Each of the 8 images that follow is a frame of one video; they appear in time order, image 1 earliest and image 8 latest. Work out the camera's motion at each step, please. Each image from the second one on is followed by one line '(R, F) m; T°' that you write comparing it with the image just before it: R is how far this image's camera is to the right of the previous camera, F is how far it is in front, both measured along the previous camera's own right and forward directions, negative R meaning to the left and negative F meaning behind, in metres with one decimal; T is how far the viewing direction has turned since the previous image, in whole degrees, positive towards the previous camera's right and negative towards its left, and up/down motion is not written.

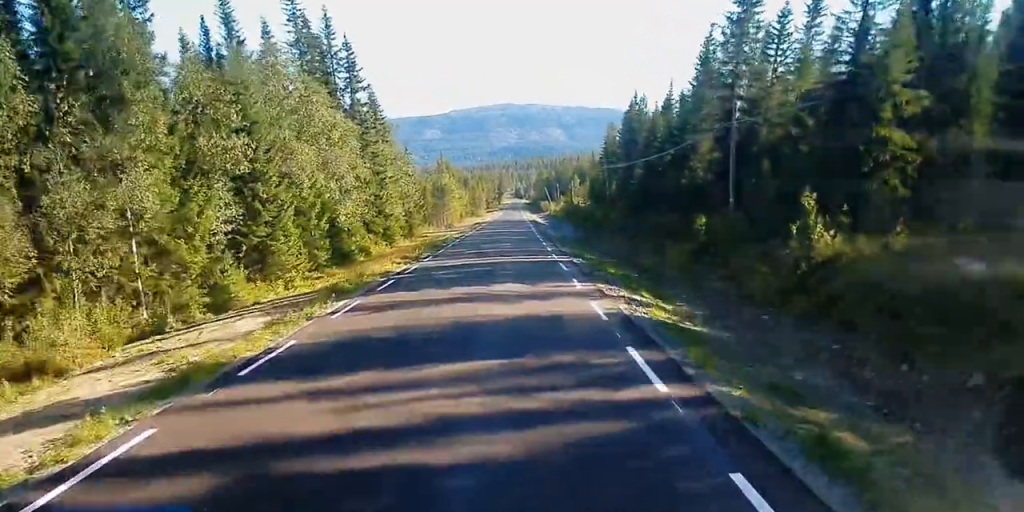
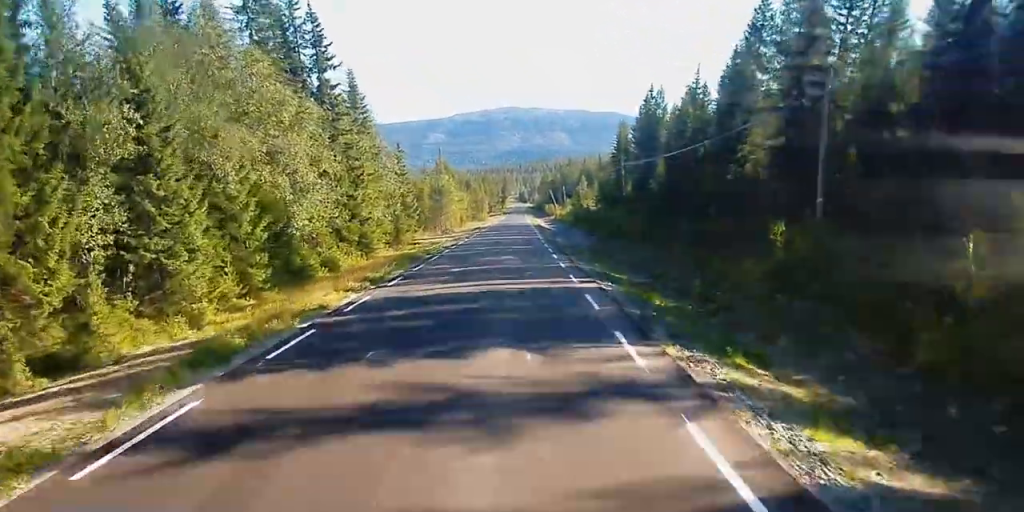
(+0.1, +10.5) m; 0°
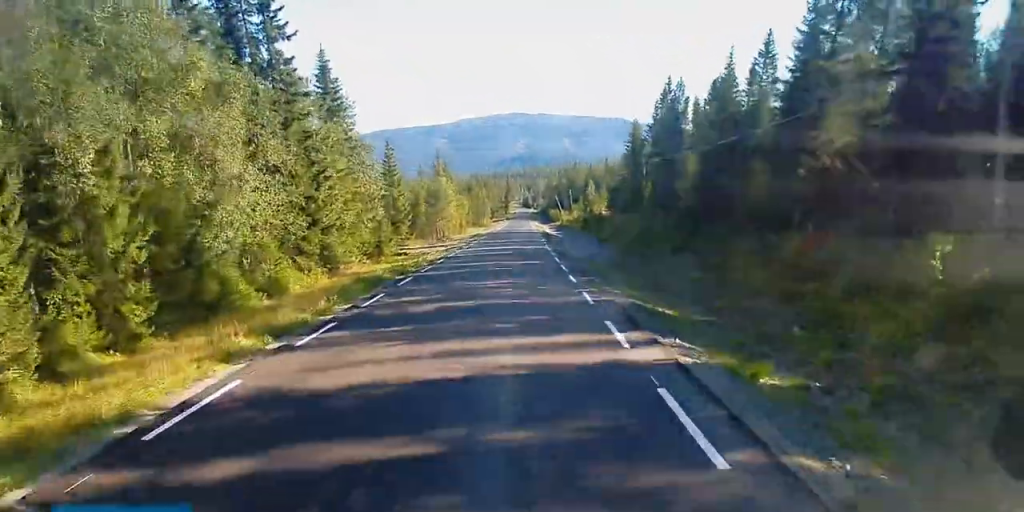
(0.0, +10.4) m; -1°
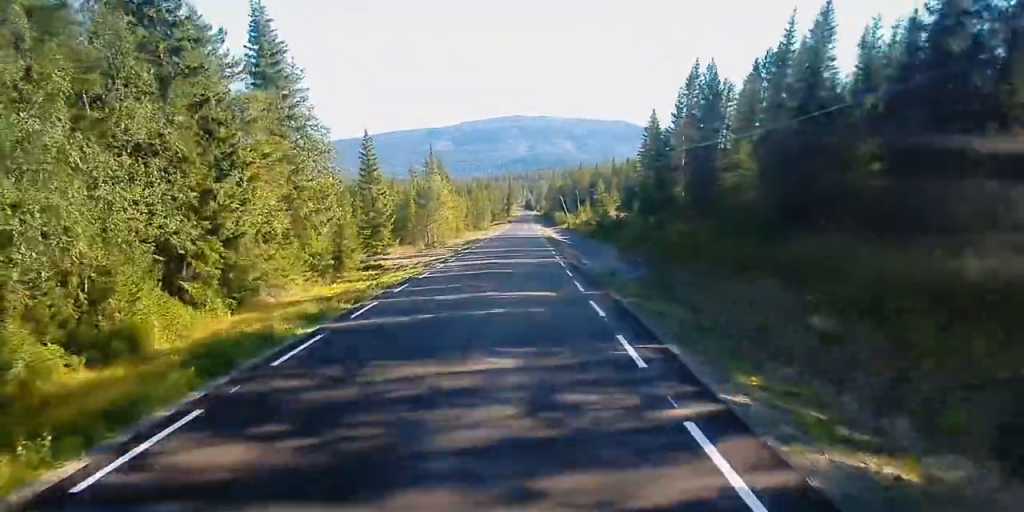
(-0.1, +13.4) m; -1°
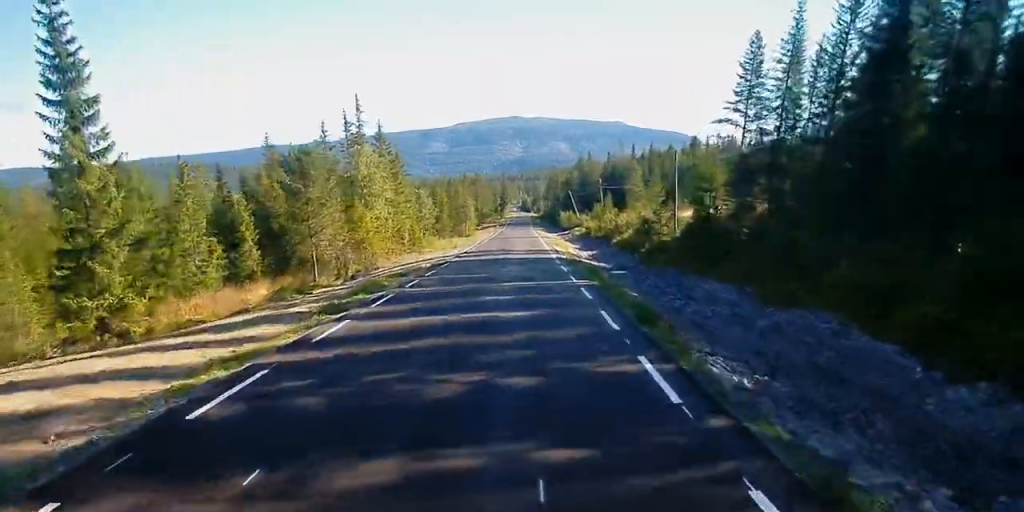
(-0.3, +50.3) m; 0°
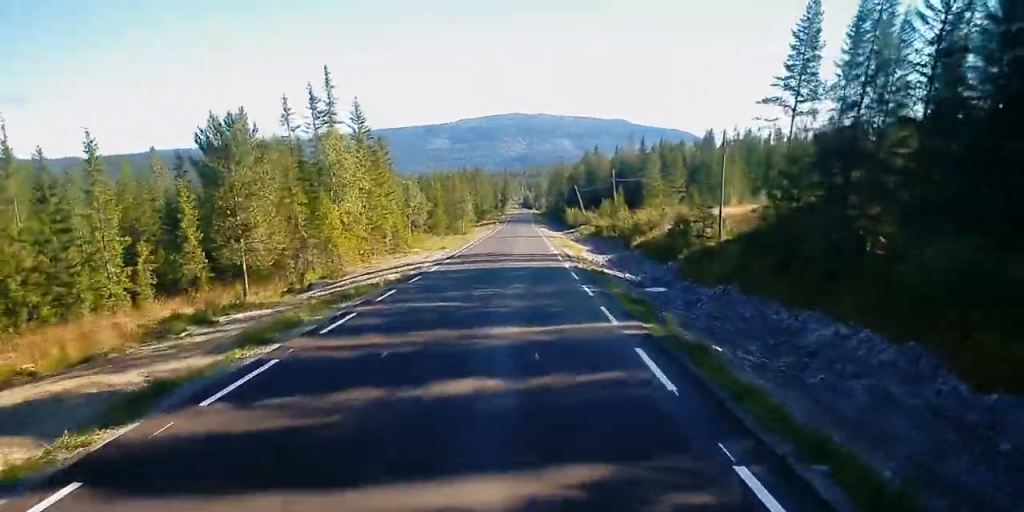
(0.0, +11.4) m; 0°
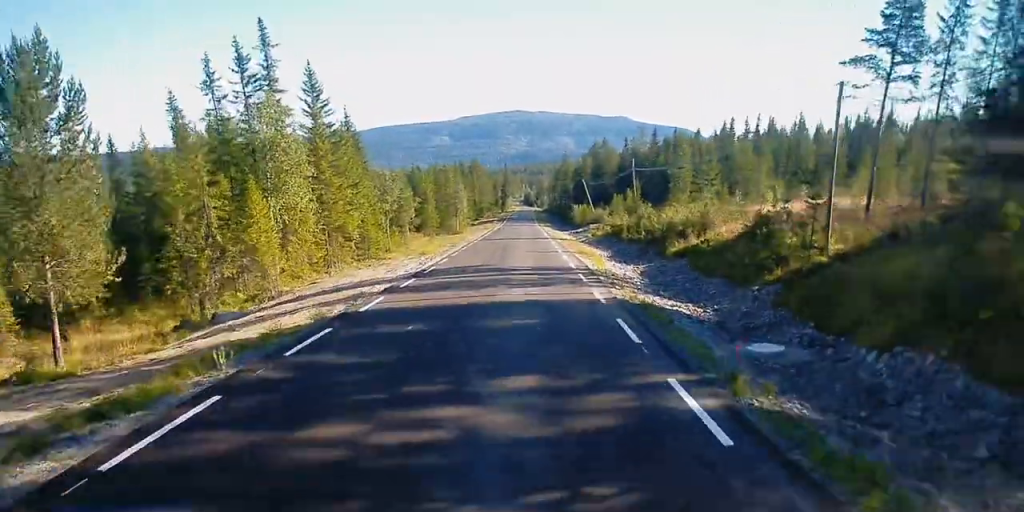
(+0.1, +14.5) m; 0°
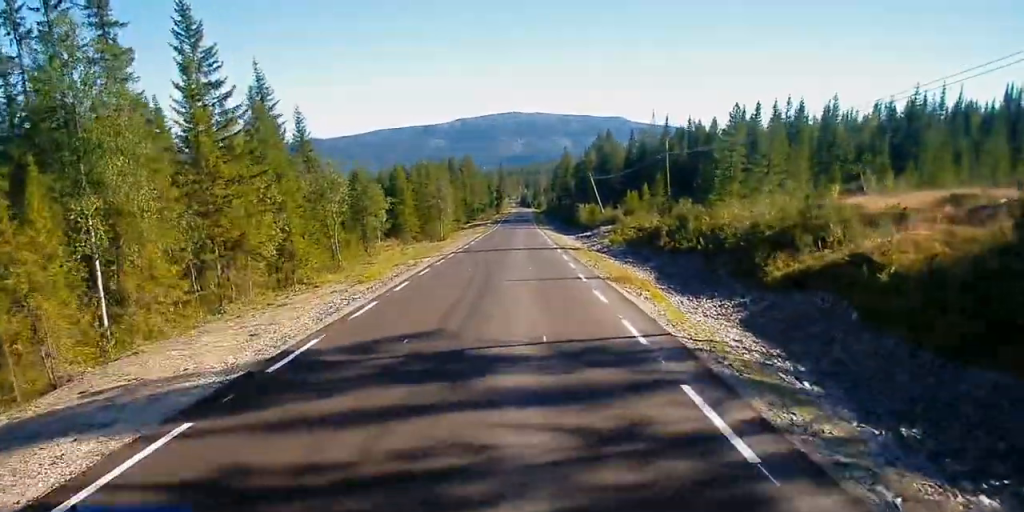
(0.0, +18.8) m; 0°
